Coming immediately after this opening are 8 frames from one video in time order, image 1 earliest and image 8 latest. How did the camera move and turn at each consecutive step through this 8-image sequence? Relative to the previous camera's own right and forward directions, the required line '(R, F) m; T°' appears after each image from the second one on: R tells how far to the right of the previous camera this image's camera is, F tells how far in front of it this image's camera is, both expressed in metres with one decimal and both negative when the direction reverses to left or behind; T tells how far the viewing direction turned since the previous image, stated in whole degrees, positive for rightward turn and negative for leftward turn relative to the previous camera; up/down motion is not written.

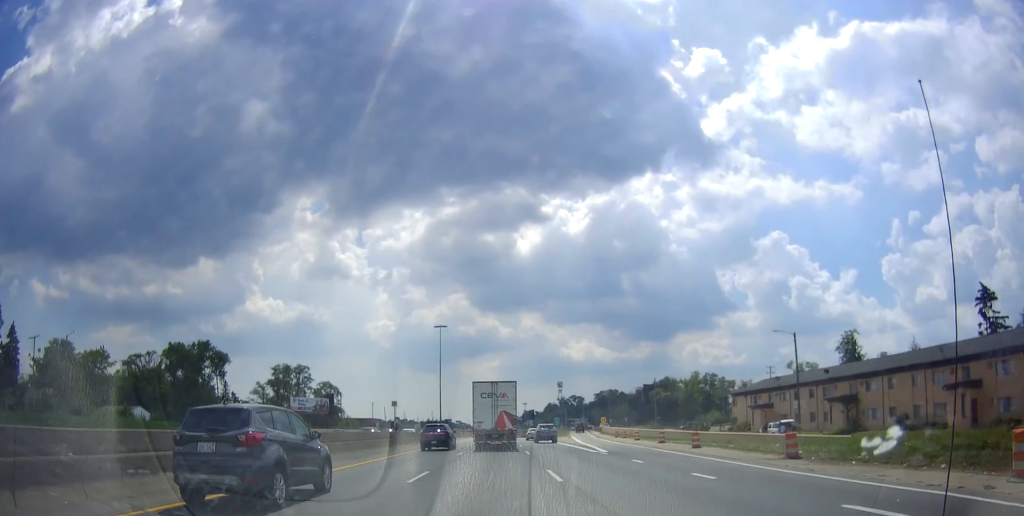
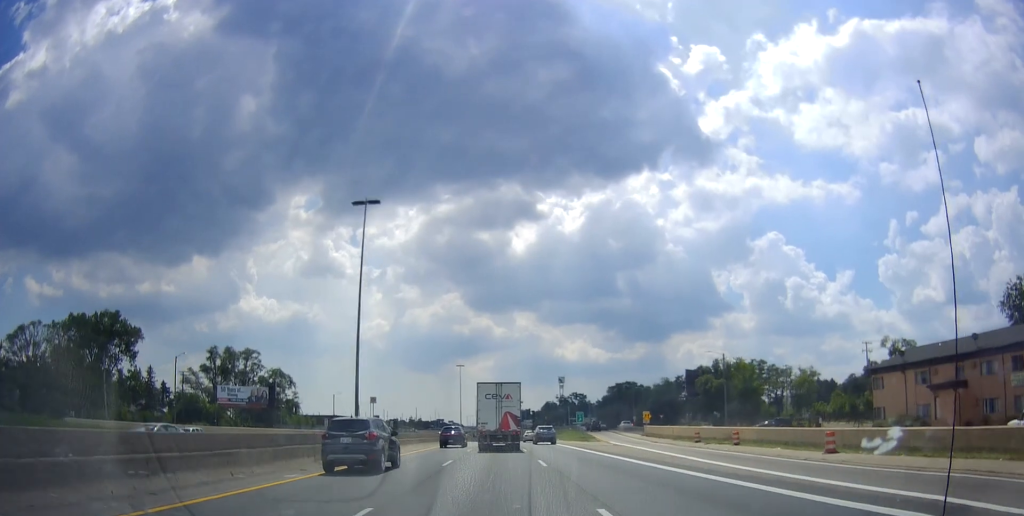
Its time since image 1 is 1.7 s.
(0.0, +39.2) m; +1°
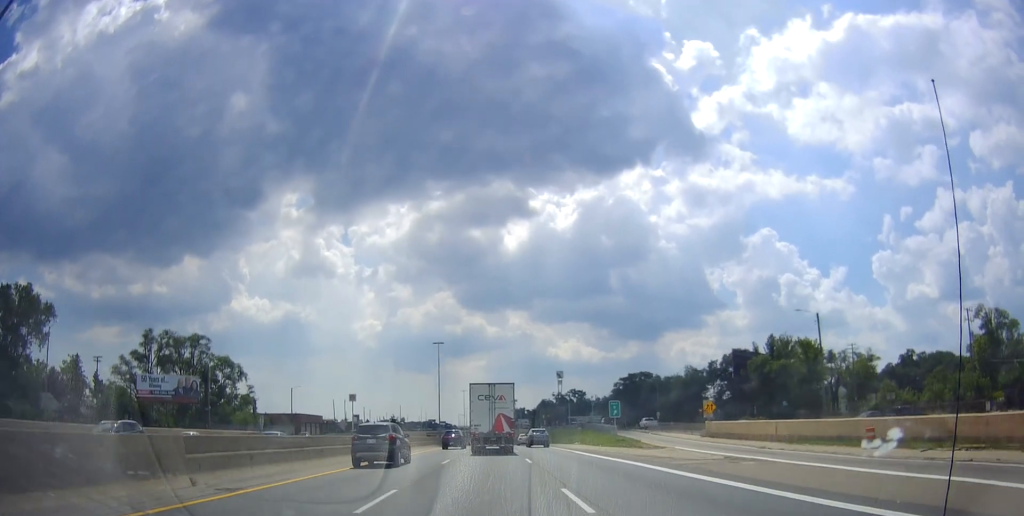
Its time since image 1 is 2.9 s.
(+0.7, +27.2) m; +2°
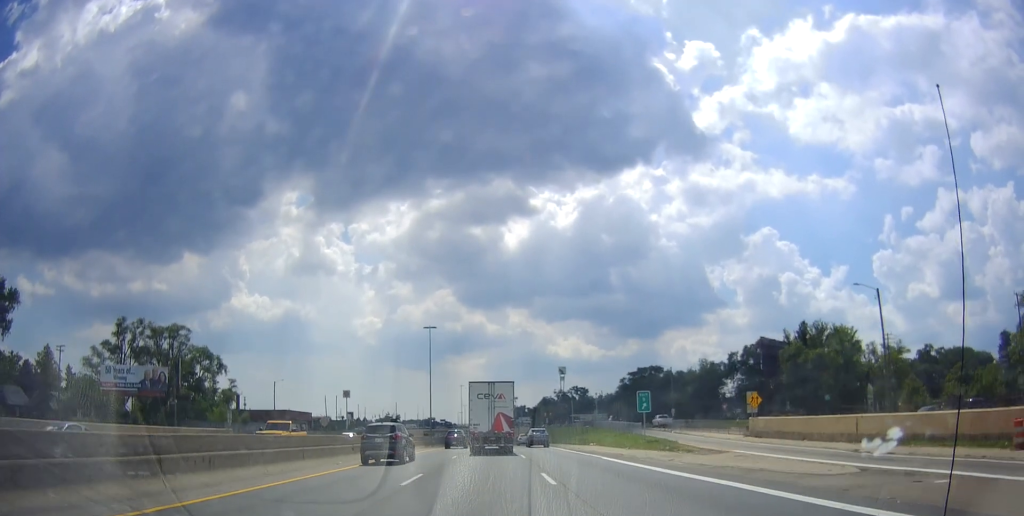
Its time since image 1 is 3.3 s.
(+0.1, +10.3) m; 0°
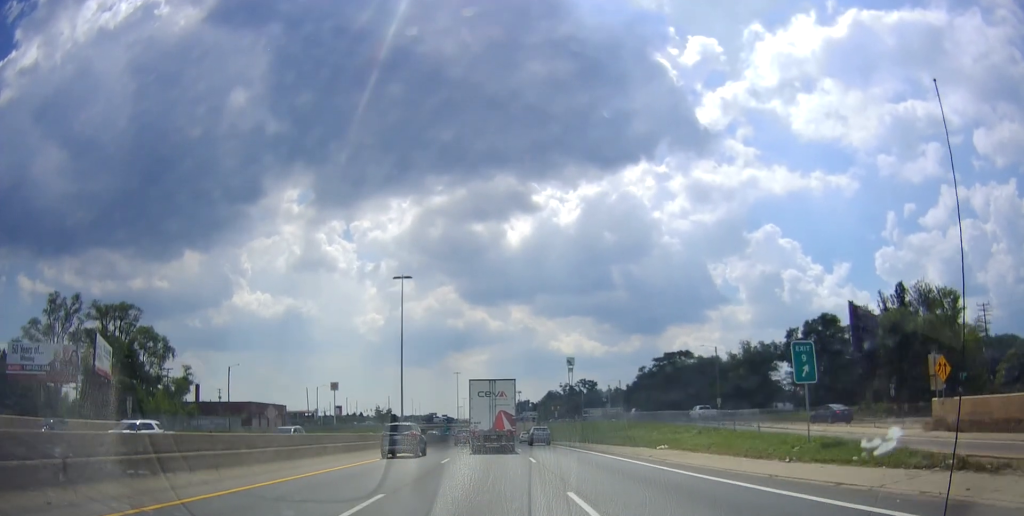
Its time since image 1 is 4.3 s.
(0.0, +22.3) m; -1°
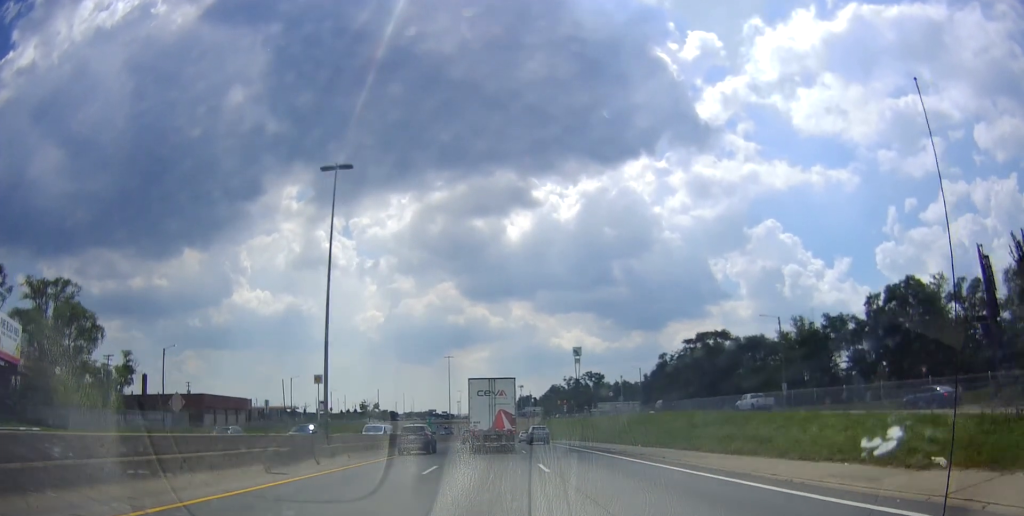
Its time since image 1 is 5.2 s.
(-0.3, +21.5) m; -2°
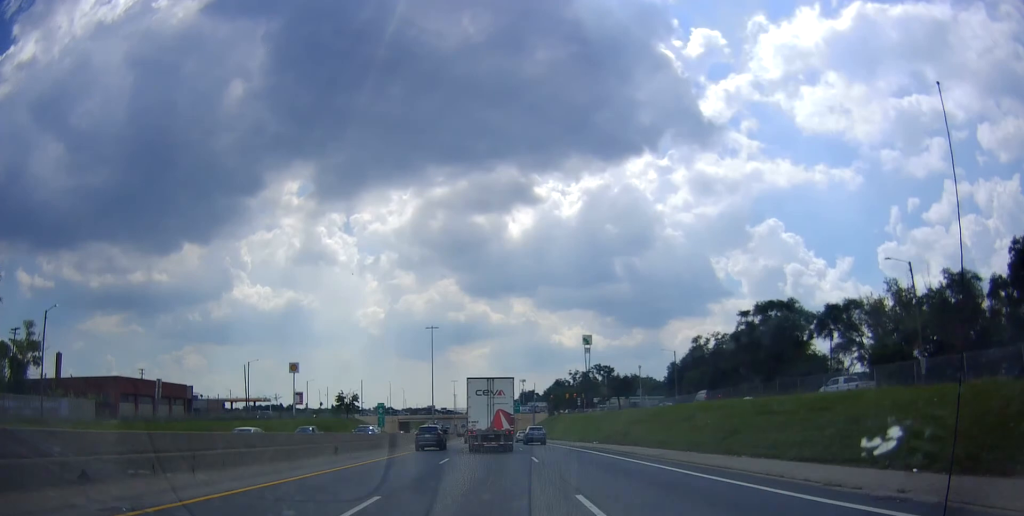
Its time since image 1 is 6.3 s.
(-0.3, +25.7) m; +1°
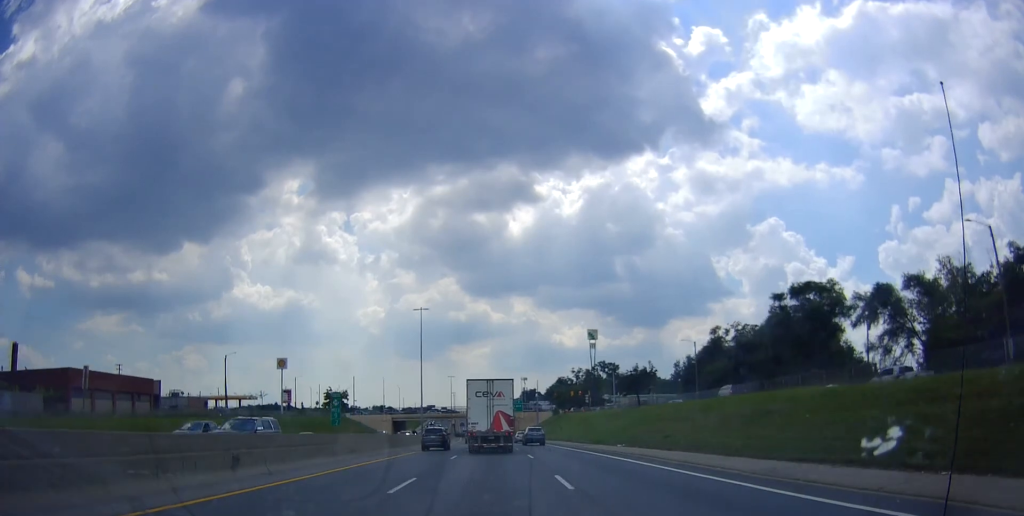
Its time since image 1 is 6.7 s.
(+0.4, +10.6) m; 0°
